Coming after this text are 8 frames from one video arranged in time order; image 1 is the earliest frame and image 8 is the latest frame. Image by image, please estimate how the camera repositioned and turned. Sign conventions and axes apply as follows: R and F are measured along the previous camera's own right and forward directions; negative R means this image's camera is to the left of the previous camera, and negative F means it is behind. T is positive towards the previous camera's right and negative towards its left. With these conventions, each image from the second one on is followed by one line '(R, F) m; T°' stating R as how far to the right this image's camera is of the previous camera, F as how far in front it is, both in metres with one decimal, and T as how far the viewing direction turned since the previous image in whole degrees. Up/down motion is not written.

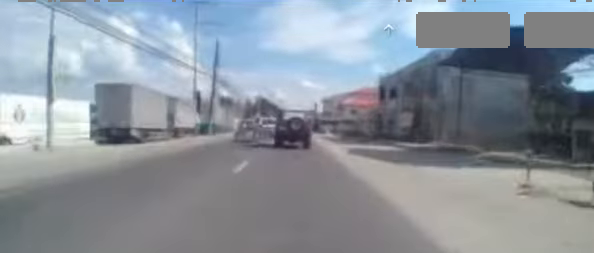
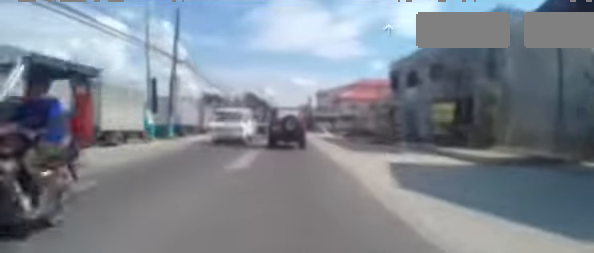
(+0.1, +7.8) m; +4°
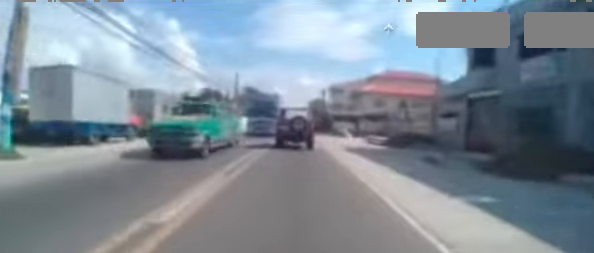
(-0.1, +13.7) m; -4°
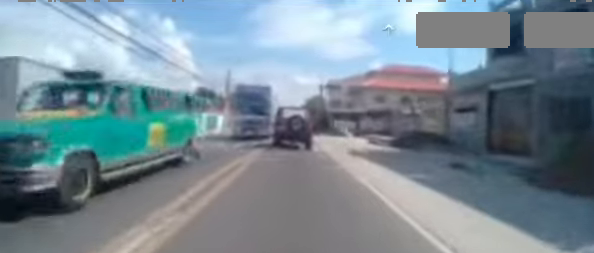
(0.0, +2.7) m; +2°
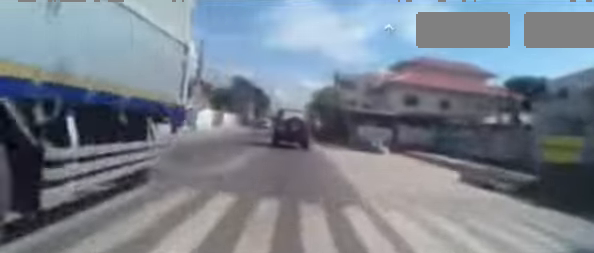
(+0.7, +12.4) m; +2°
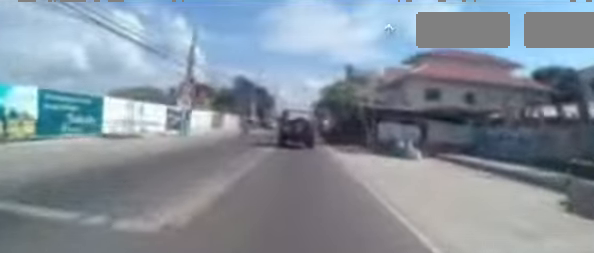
(-0.3, +3.9) m; -2°
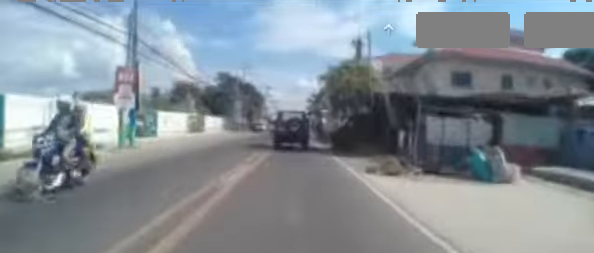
(-0.1, +6.9) m; -1°
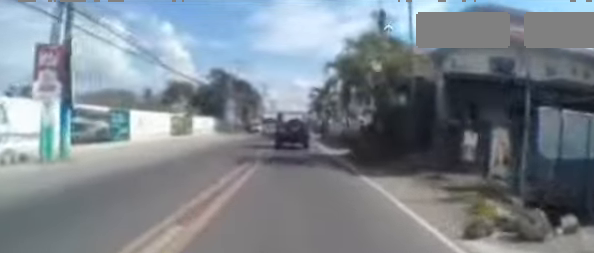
(0.0, +4.8) m; +1°
